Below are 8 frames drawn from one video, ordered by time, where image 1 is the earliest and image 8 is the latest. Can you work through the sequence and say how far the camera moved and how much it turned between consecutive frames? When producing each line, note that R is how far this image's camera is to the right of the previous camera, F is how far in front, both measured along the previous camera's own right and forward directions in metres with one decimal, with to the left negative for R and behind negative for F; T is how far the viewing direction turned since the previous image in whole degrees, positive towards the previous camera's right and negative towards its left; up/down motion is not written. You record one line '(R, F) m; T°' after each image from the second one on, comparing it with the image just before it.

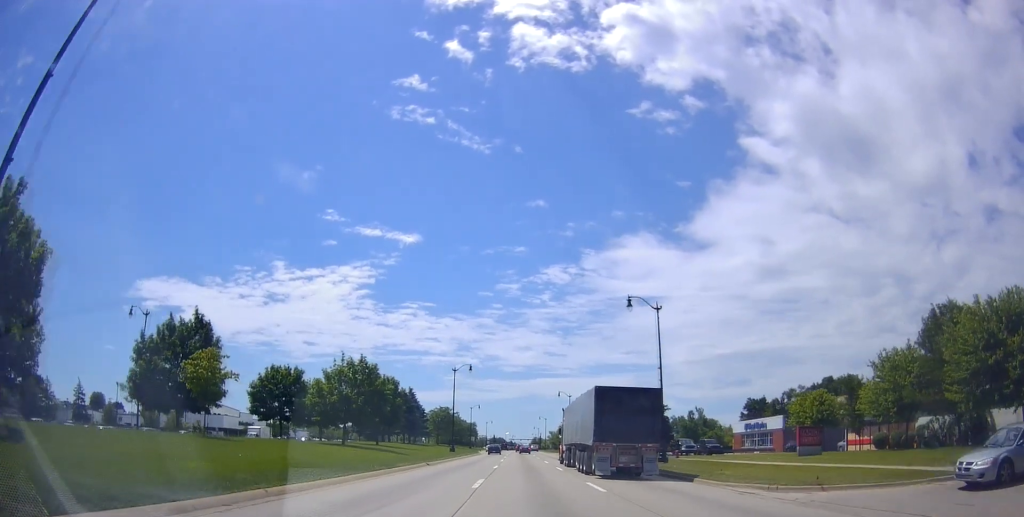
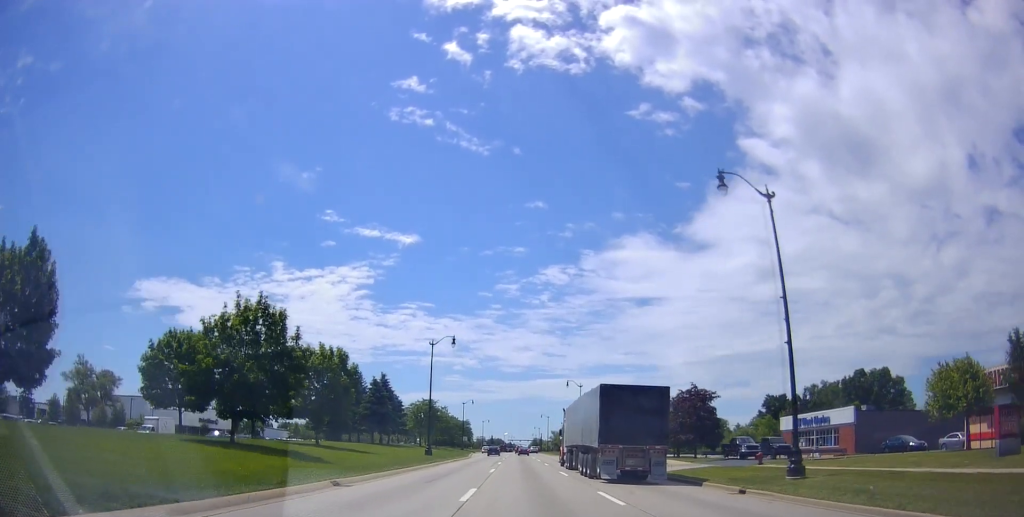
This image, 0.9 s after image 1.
(0.0, +18.5) m; 0°
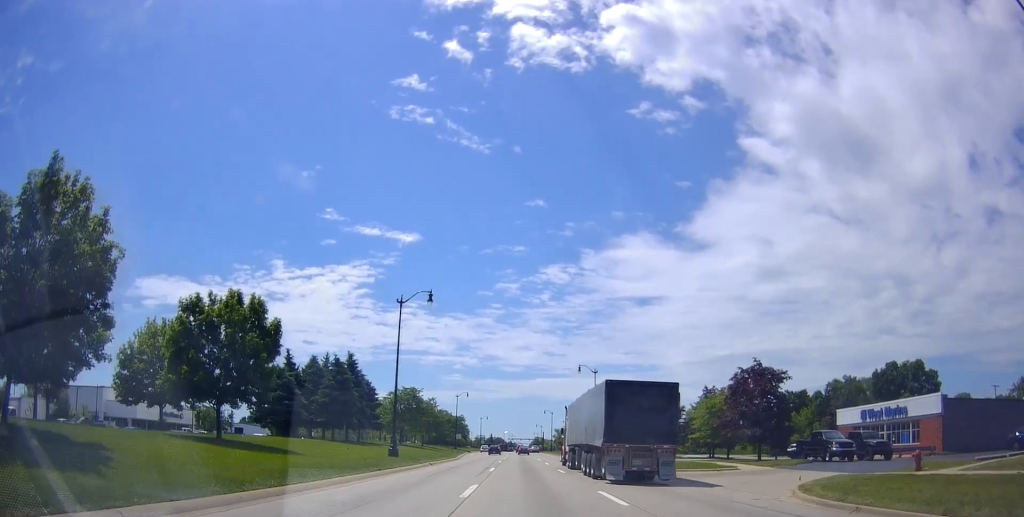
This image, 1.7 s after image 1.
(0.0, +15.2) m; +1°
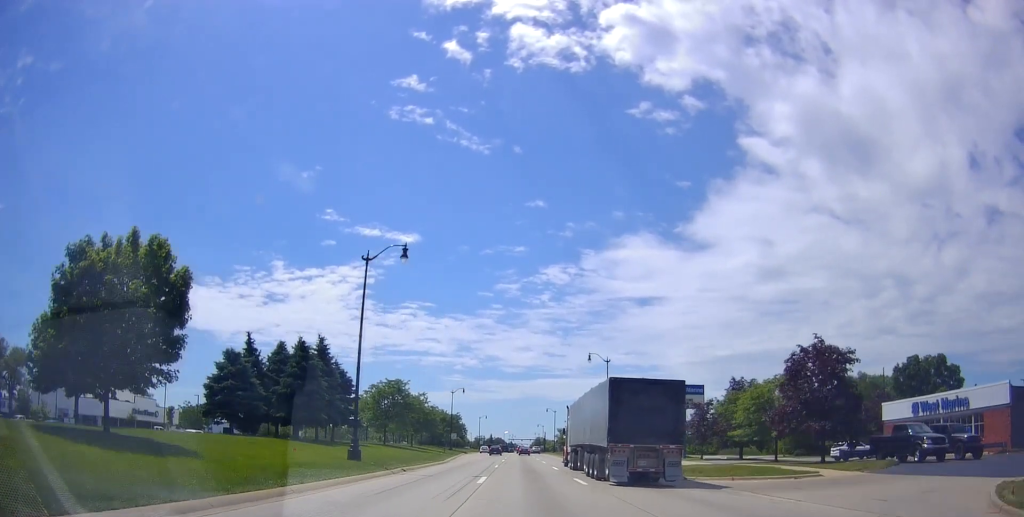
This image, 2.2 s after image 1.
(+0.1, +9.2) m; 0°
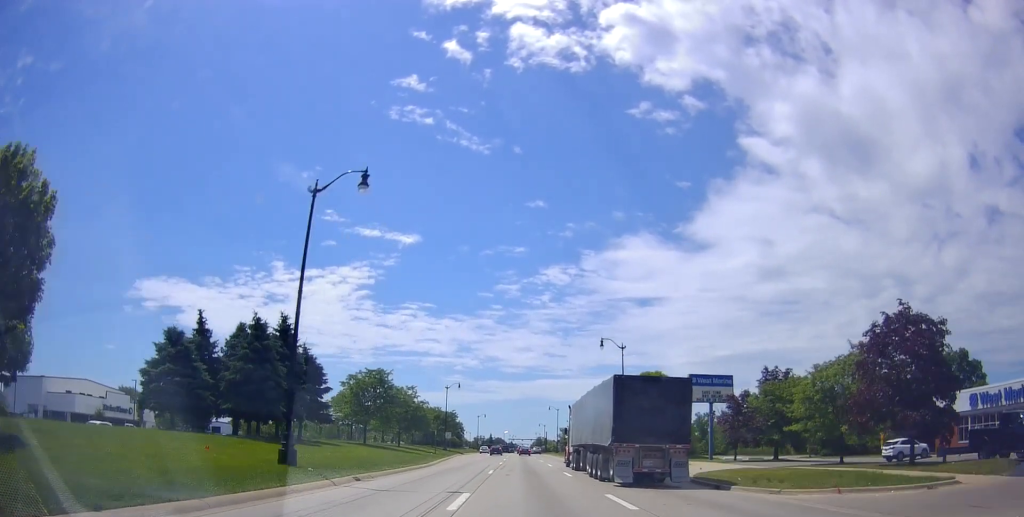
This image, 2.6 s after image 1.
(+0.2, +8.5) m; -1°
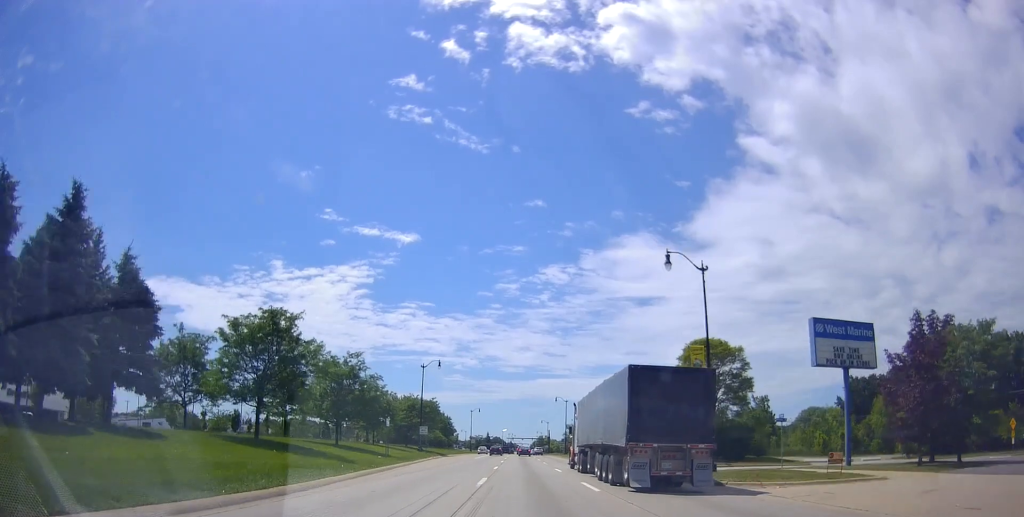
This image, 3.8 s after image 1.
(-0.7, +23.7) m; 0°
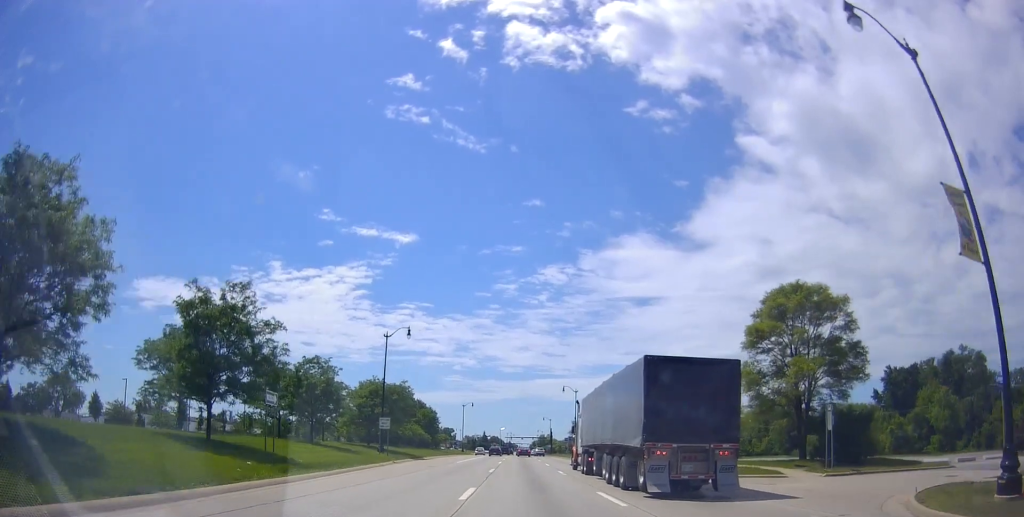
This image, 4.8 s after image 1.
(+0.7, +19.7) m; +1°
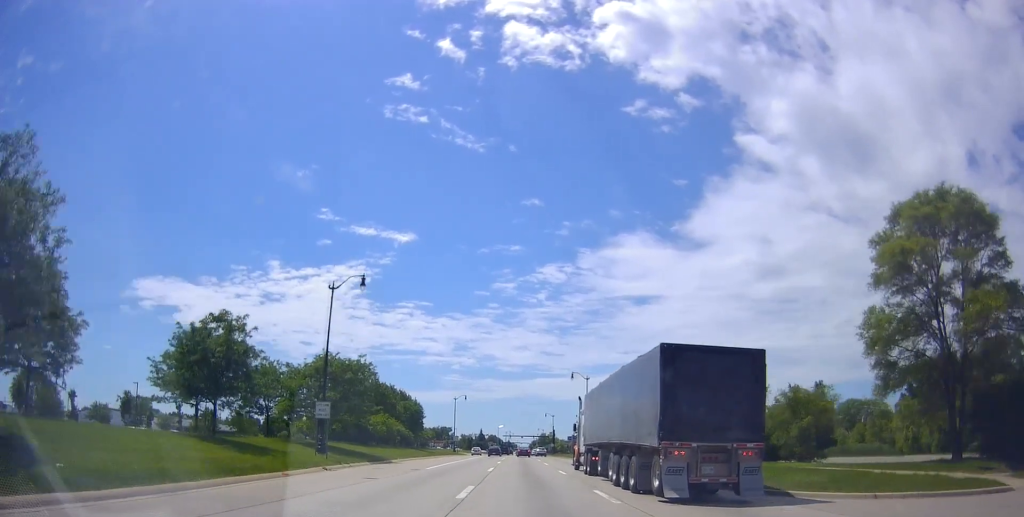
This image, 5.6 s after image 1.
(-0.3, +15.7) m; 0°
